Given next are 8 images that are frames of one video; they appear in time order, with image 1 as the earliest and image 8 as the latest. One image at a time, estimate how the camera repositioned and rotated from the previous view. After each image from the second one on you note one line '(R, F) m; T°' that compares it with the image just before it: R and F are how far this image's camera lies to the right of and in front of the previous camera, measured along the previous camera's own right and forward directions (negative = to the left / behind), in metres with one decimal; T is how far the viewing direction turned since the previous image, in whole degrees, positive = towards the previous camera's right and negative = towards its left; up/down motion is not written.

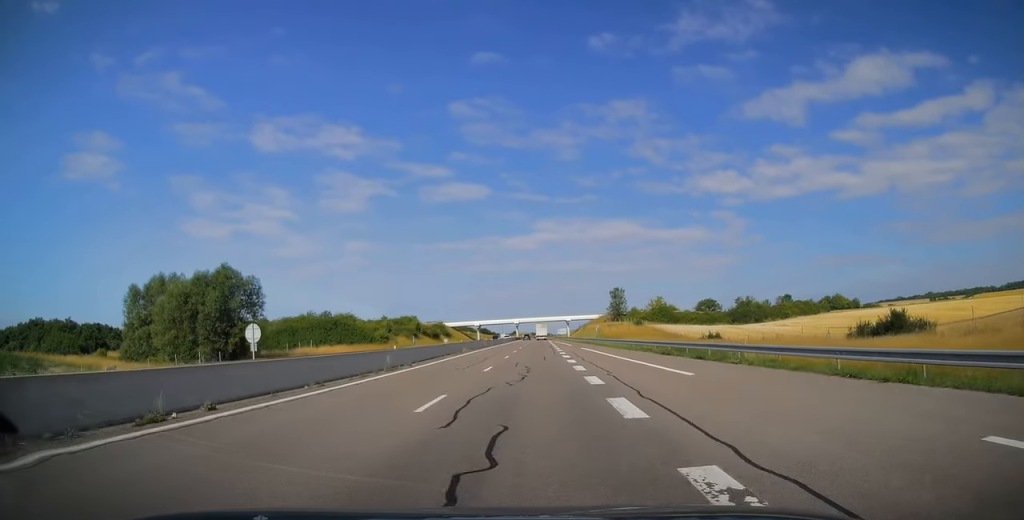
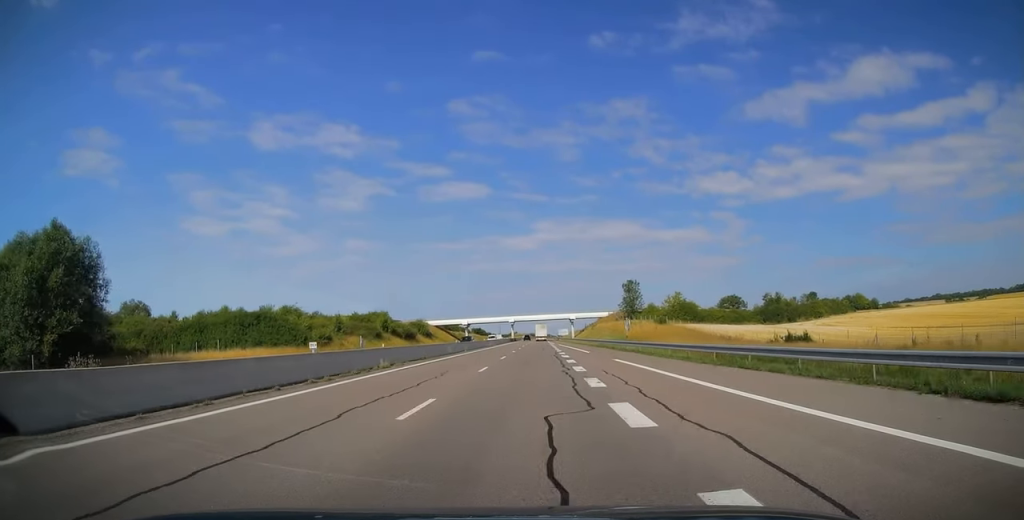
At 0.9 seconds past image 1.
(-0.2, +26.8) m; 0°
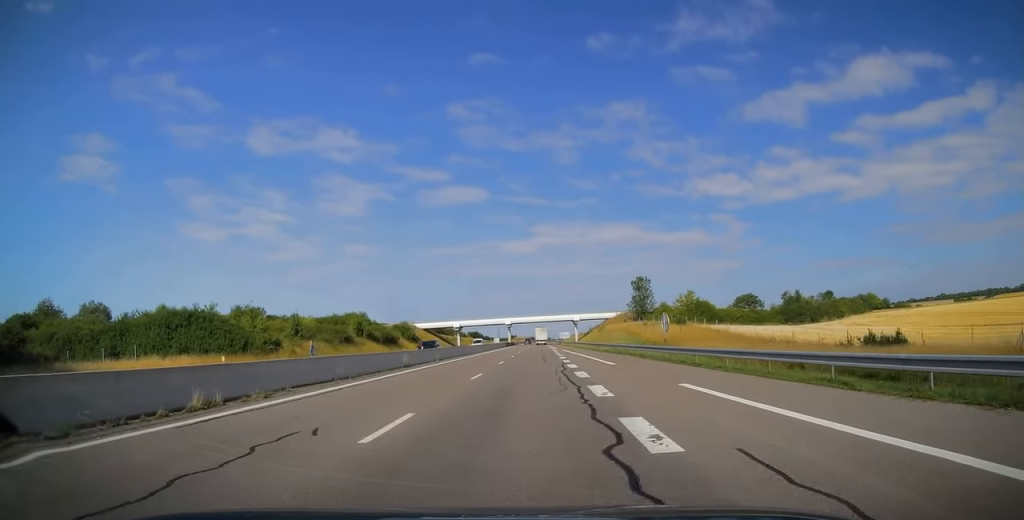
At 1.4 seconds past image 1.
(+0.2, +14.6) m; 0°
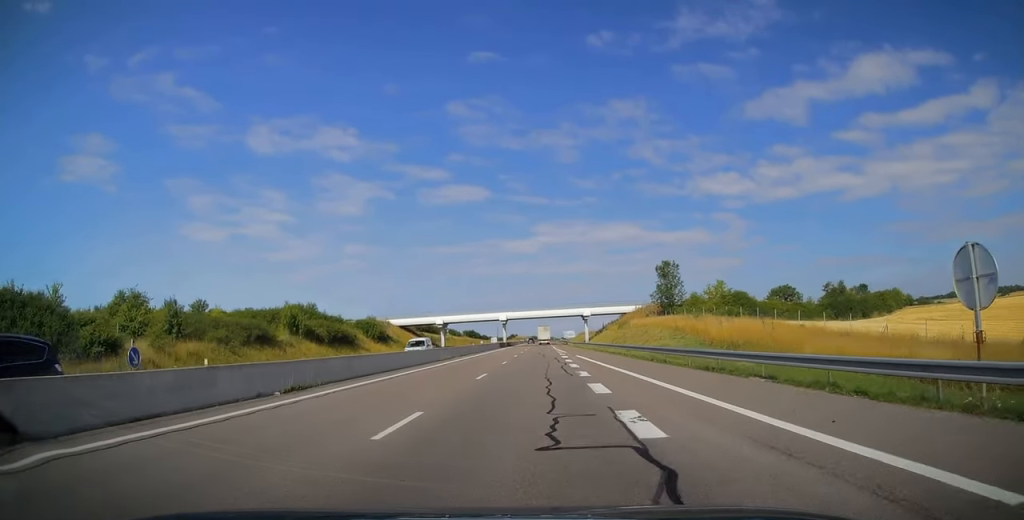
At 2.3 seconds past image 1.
(+0.1, +24.9) m; 0°
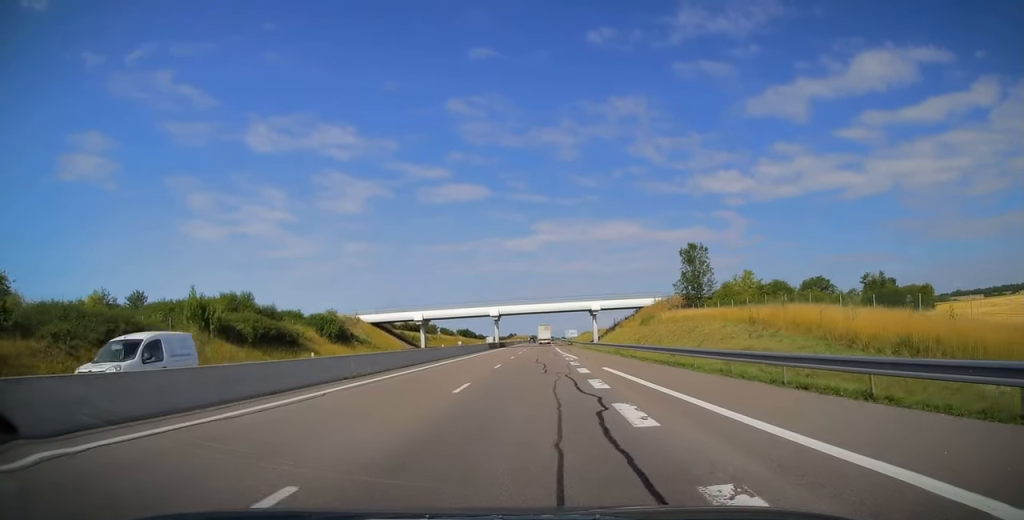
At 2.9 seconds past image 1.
(0.0, +18.5) m; 0°
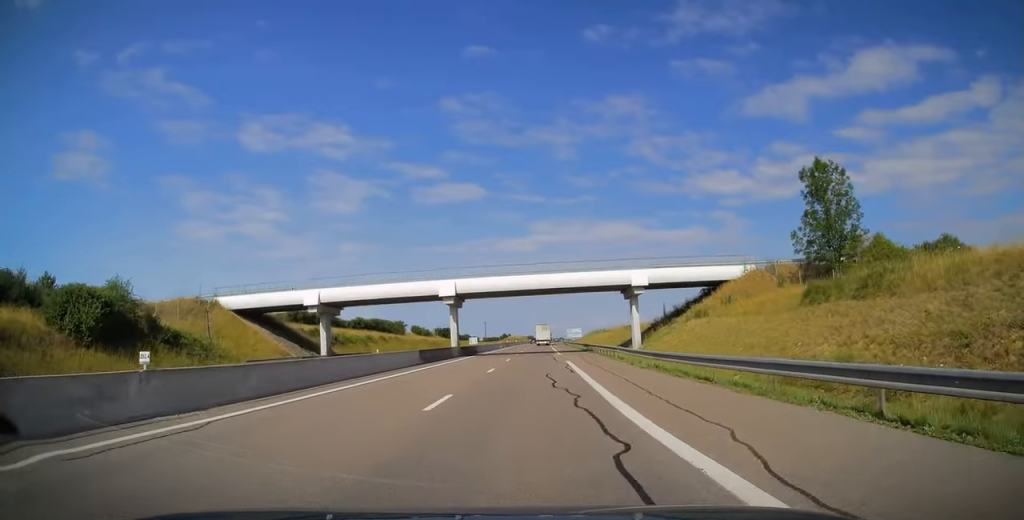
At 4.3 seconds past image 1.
(-0.1, +42.0) m; 0°
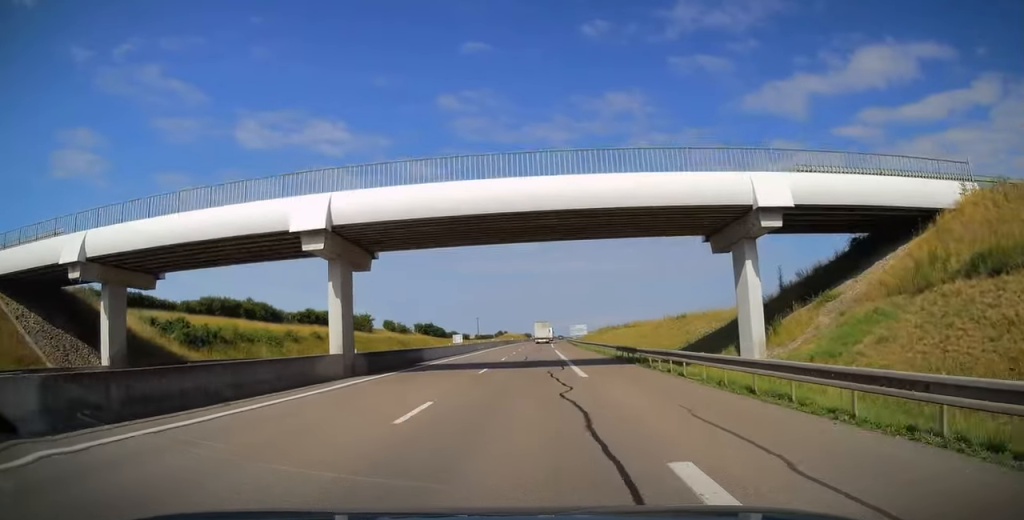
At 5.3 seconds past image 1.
(-0.2, +28.3) m; 0°
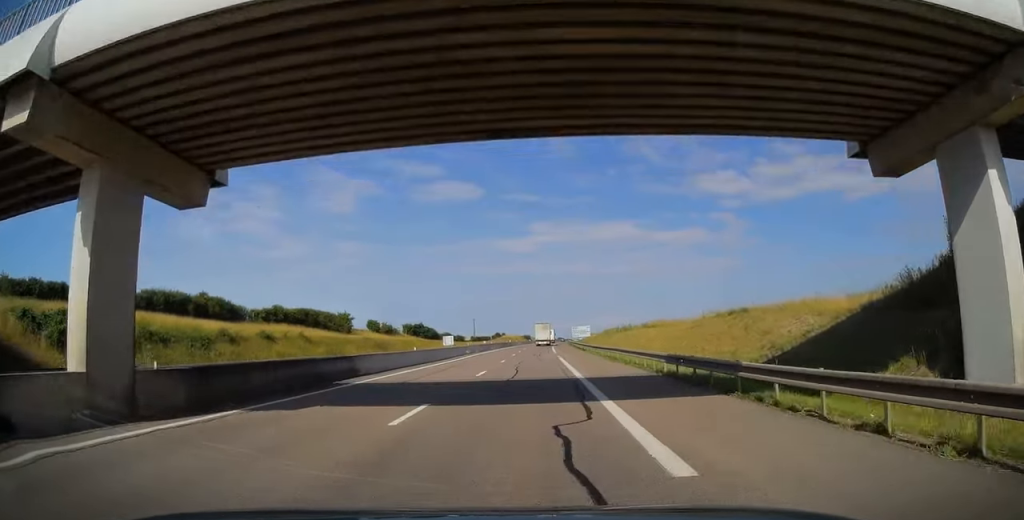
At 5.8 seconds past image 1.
(-0.1, +13.2) m; 0°
